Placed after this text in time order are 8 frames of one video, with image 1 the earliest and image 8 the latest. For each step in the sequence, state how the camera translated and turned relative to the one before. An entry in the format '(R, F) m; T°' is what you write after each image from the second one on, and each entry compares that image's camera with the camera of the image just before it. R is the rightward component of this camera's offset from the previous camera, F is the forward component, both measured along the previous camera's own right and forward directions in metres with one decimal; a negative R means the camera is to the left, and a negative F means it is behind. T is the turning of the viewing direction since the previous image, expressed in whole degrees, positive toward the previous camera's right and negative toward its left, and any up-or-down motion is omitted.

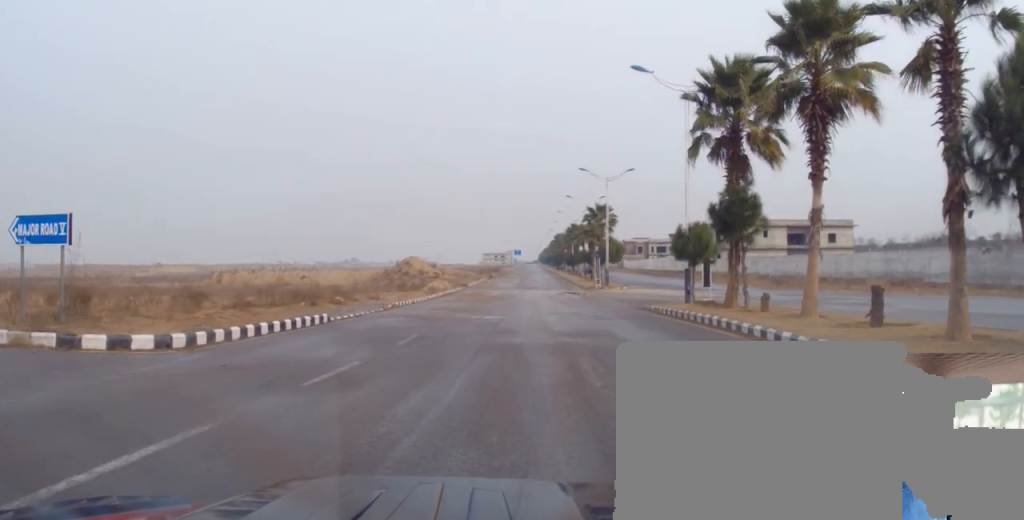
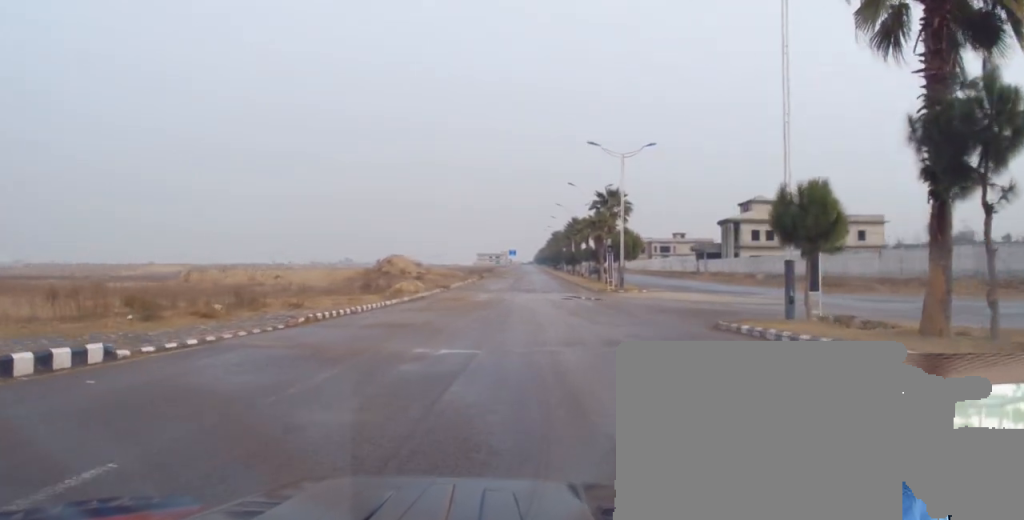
(-0.2, +13.3) m; -1°
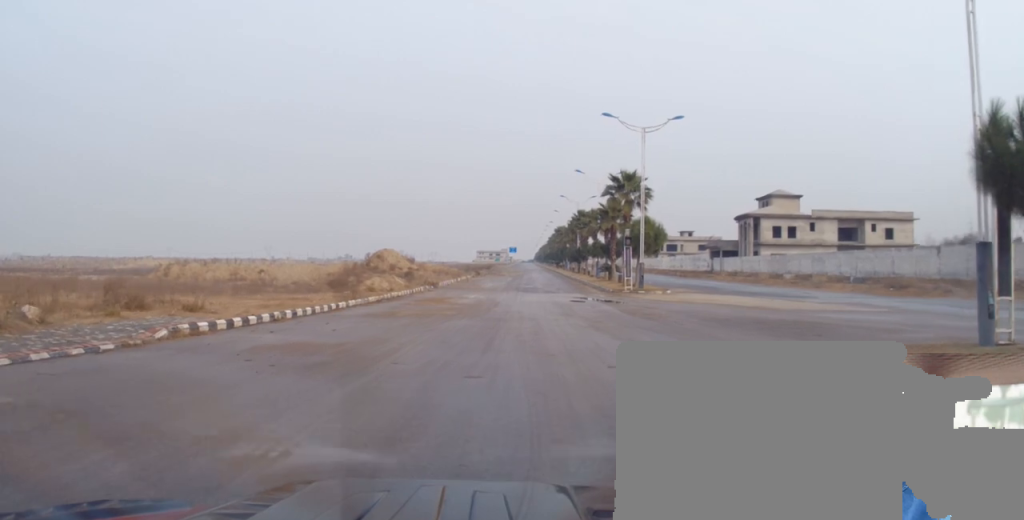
(0.0, +8.6) m; +1°
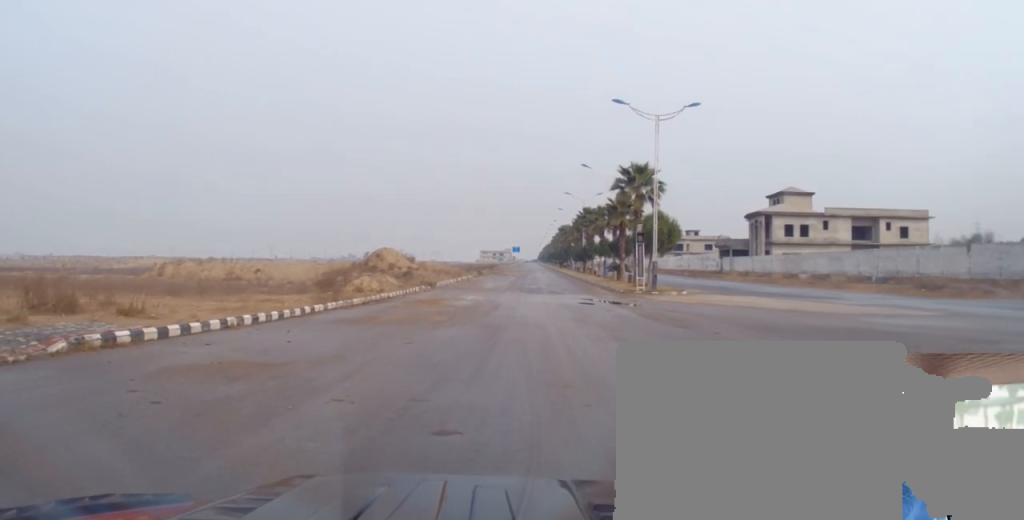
(0.0, +3.4) m; 0°
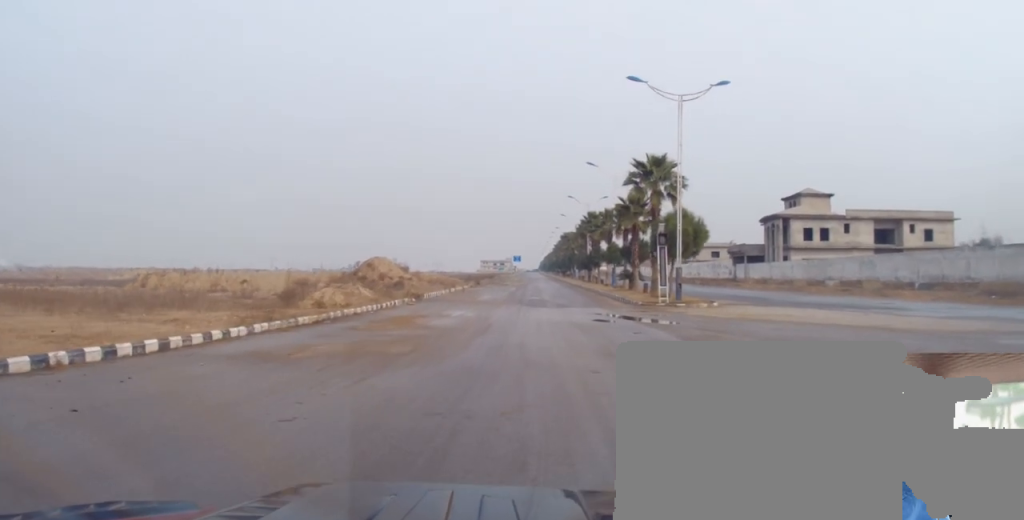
(0.0, +6.6) m; 0°
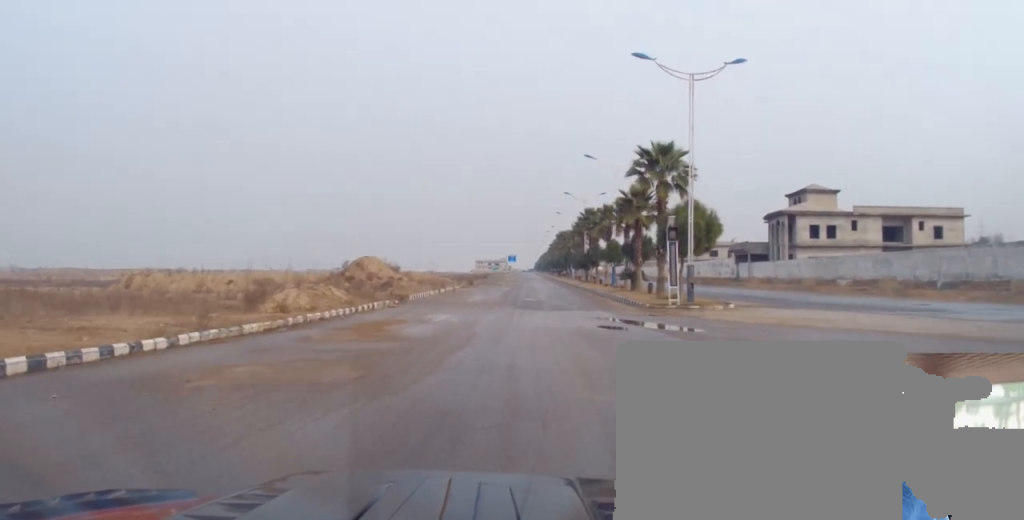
(0.0, +3.7) m; 0°
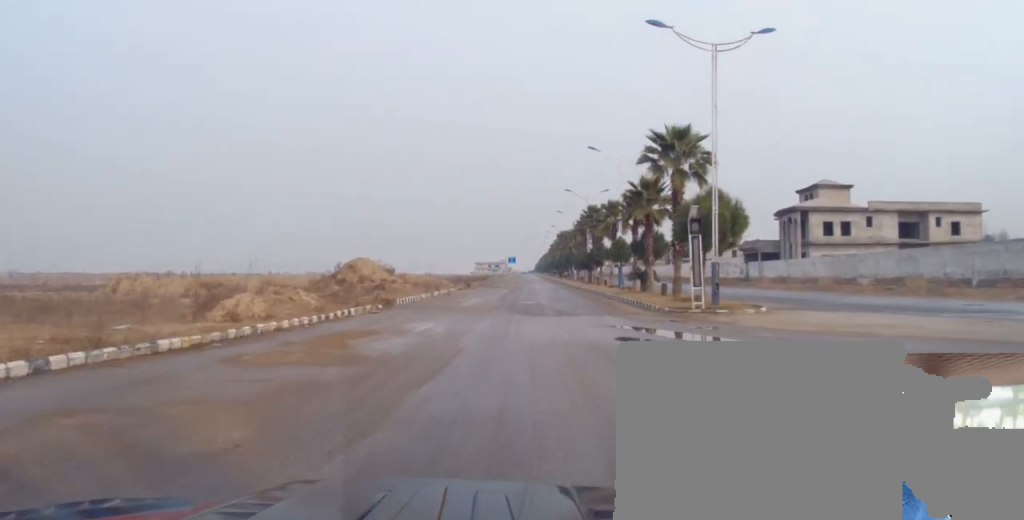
(0.0, +4.2) m; +1°
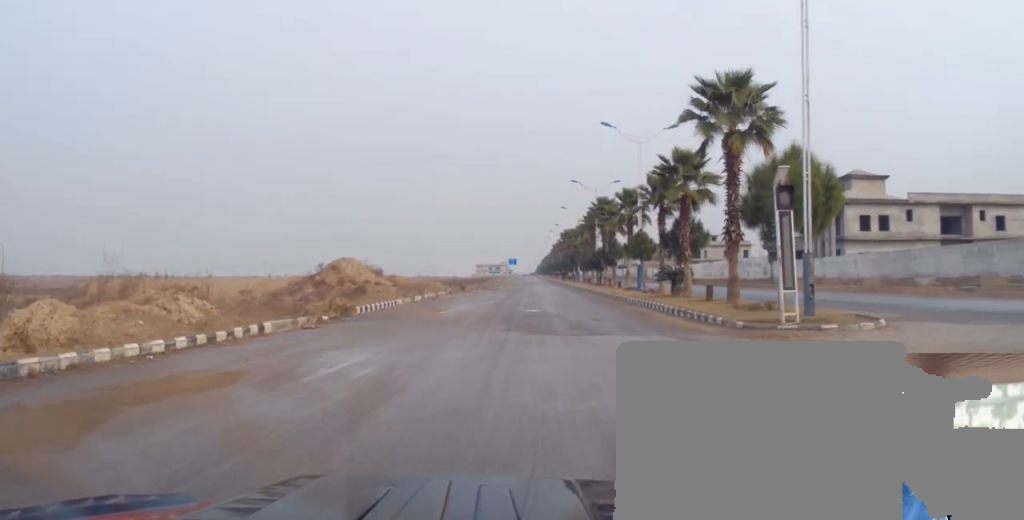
(+0.2, +9.0) m; +2°
